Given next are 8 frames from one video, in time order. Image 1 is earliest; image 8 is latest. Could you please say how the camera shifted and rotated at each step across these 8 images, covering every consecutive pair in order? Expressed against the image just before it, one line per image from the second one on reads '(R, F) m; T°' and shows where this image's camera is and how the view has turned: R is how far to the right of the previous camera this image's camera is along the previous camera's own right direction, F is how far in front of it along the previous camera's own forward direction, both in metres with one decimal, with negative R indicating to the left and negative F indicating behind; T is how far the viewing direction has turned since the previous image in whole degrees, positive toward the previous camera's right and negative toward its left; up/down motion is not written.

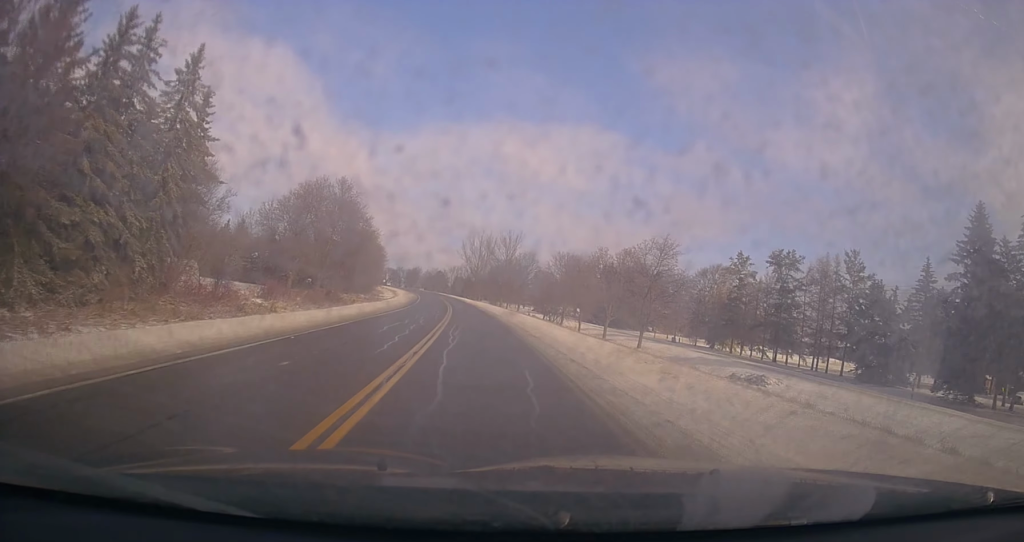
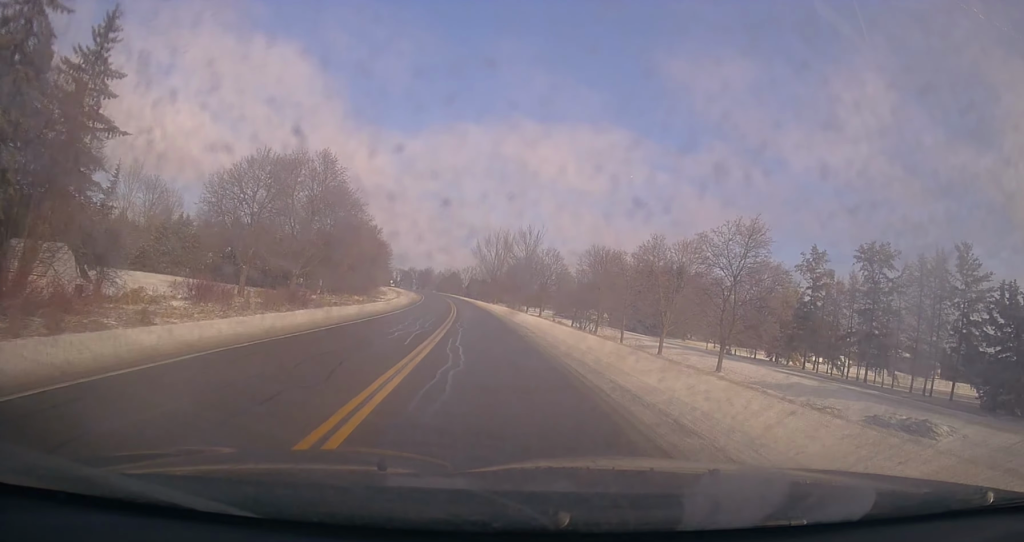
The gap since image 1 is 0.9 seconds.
(-0.1, +17.1) m; -1°
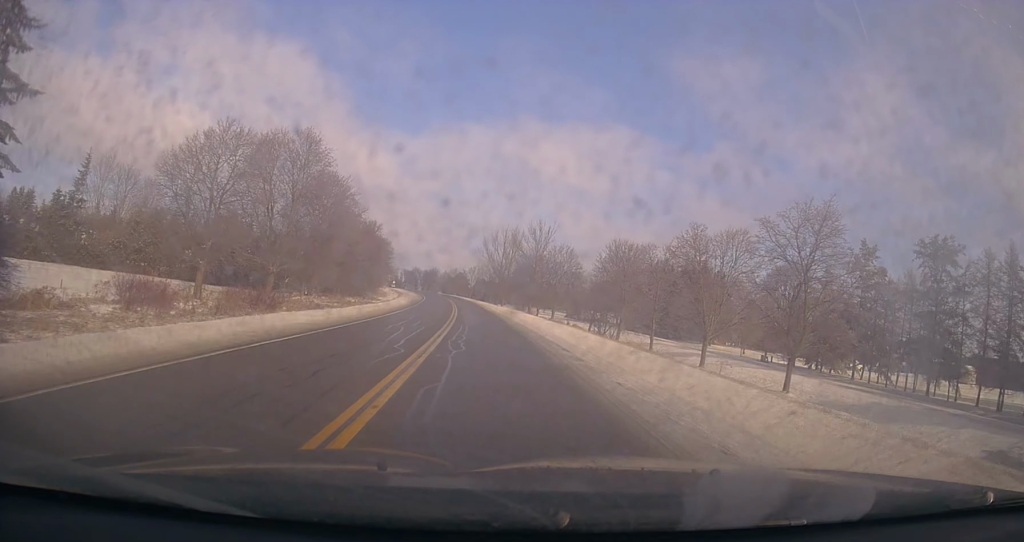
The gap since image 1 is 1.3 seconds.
(+0.1, +9.4) m; -1°
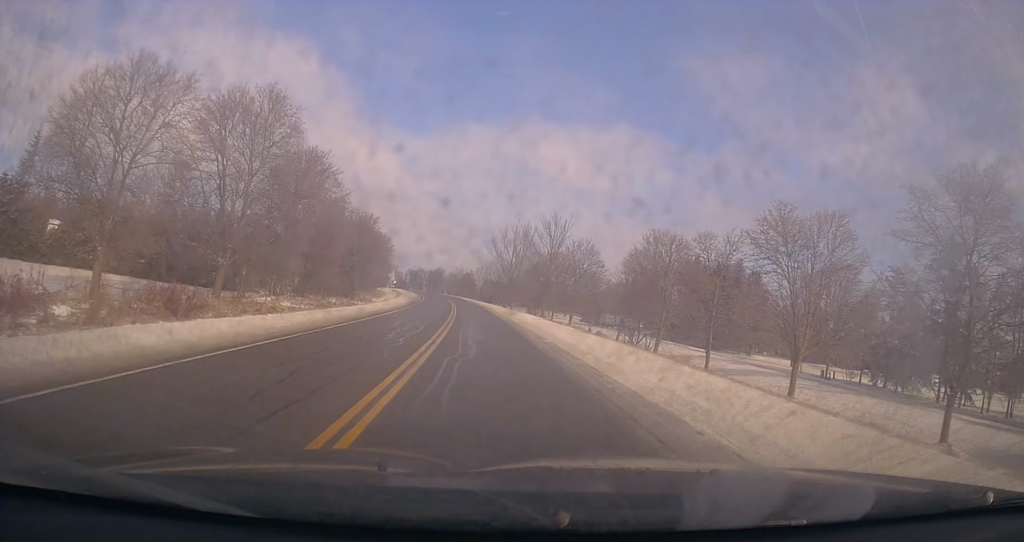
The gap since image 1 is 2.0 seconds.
(-0.2, +13.3) m; -1°
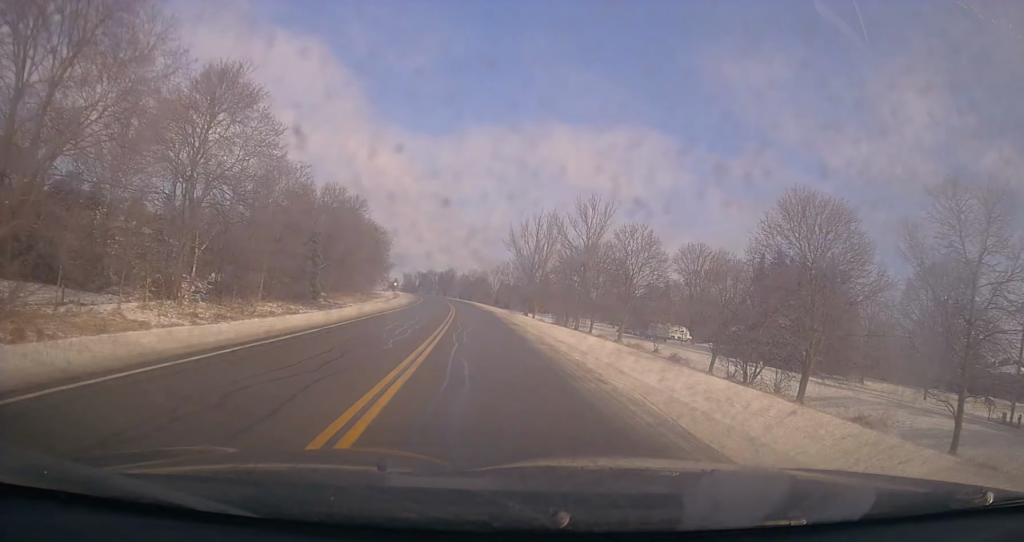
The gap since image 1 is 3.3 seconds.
(-0.6, +25.5) m; -2°
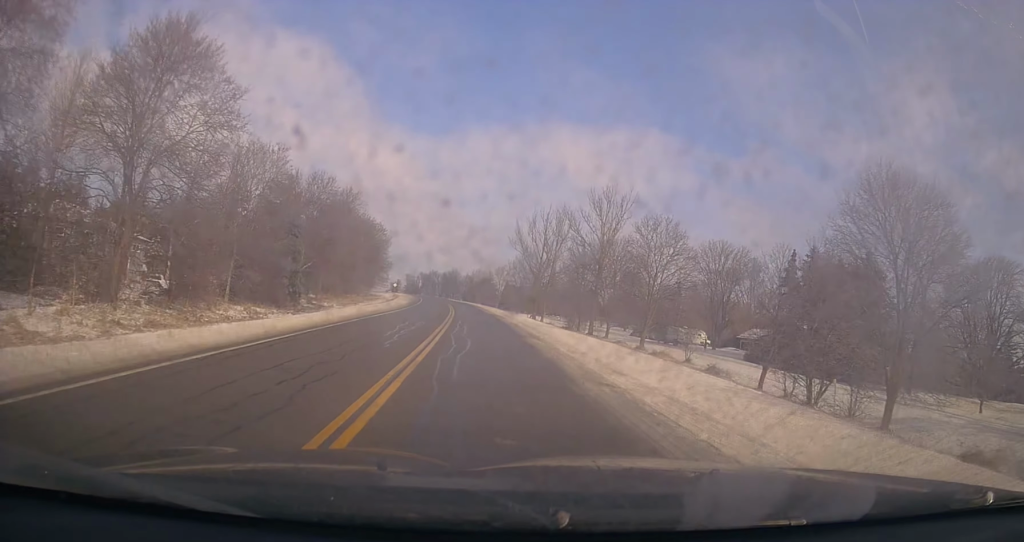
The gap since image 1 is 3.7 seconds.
(0.0, +7.8) m; -1°
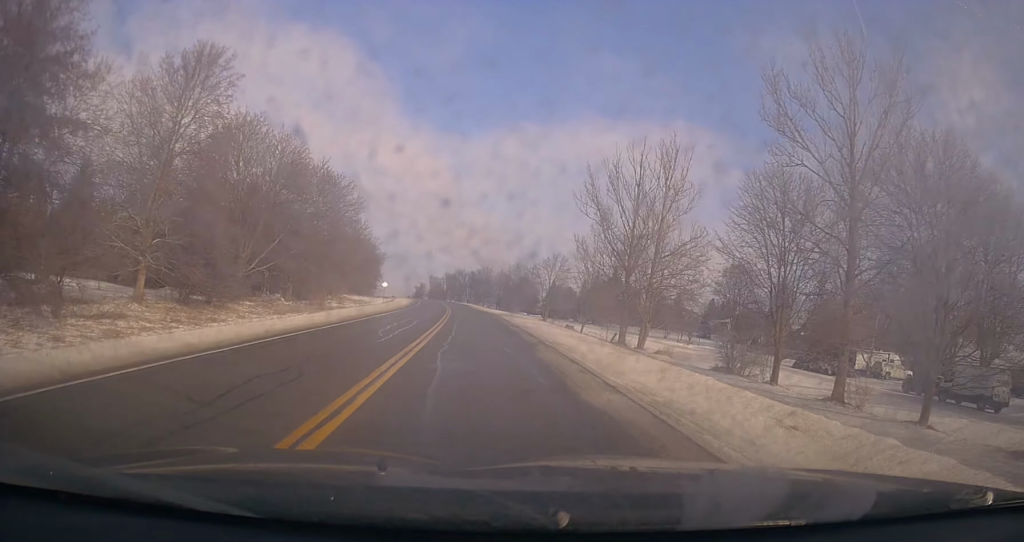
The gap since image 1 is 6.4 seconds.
(-0.6, +51.8) m; -1°
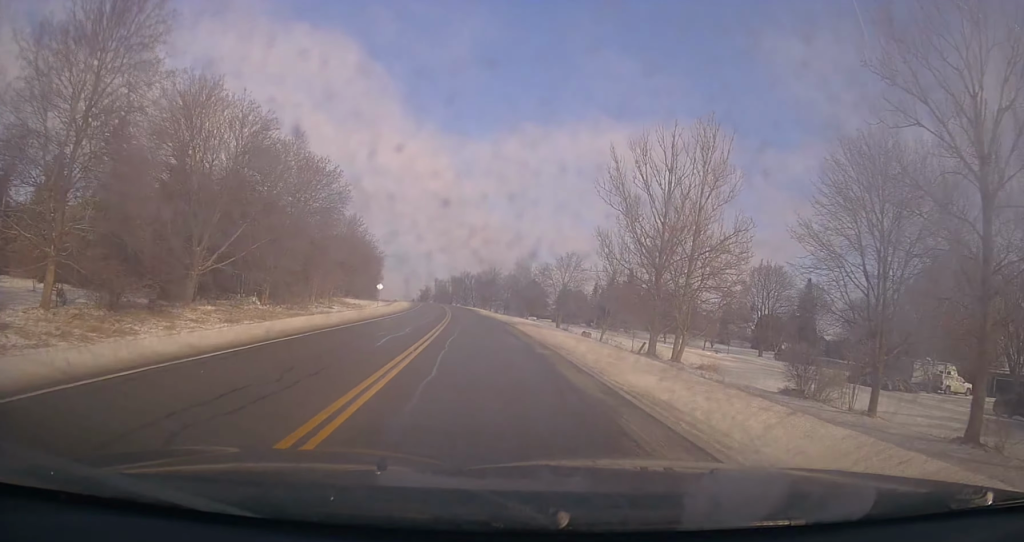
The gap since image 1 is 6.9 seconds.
(-0.2, +9.2) m; -1°
